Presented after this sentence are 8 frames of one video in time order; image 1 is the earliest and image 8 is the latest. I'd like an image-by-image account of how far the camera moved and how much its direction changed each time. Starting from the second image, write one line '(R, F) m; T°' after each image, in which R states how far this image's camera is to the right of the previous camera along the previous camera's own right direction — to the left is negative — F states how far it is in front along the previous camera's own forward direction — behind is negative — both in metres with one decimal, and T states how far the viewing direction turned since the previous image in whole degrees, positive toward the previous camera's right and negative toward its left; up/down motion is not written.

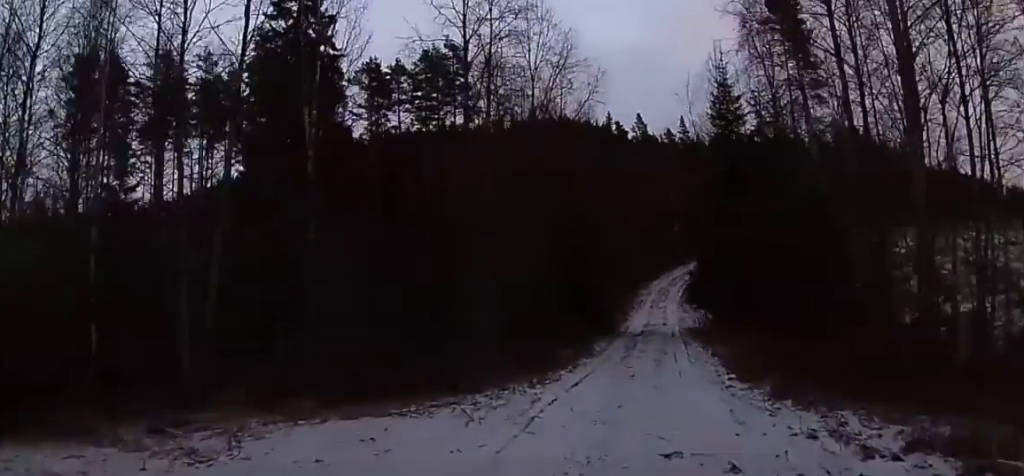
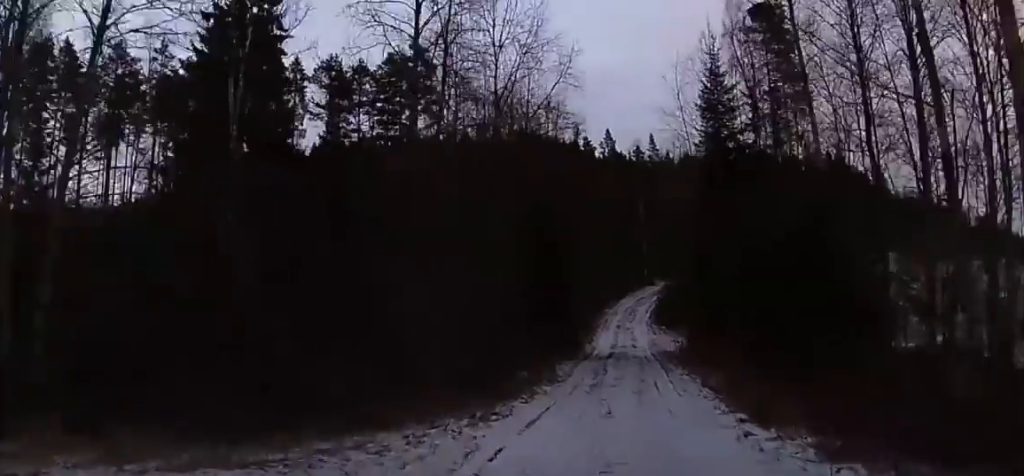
(0.0, +4.1) m; +2°
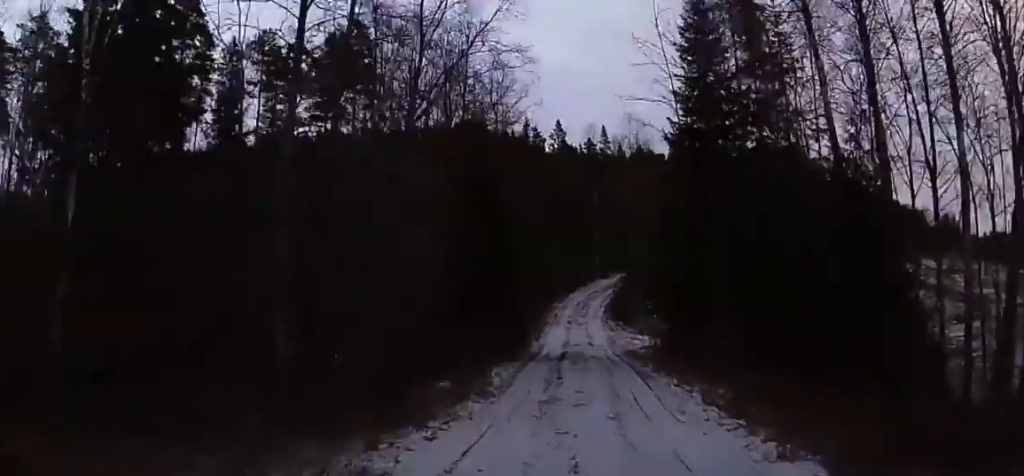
(+0.2, +5.8) m; +3°
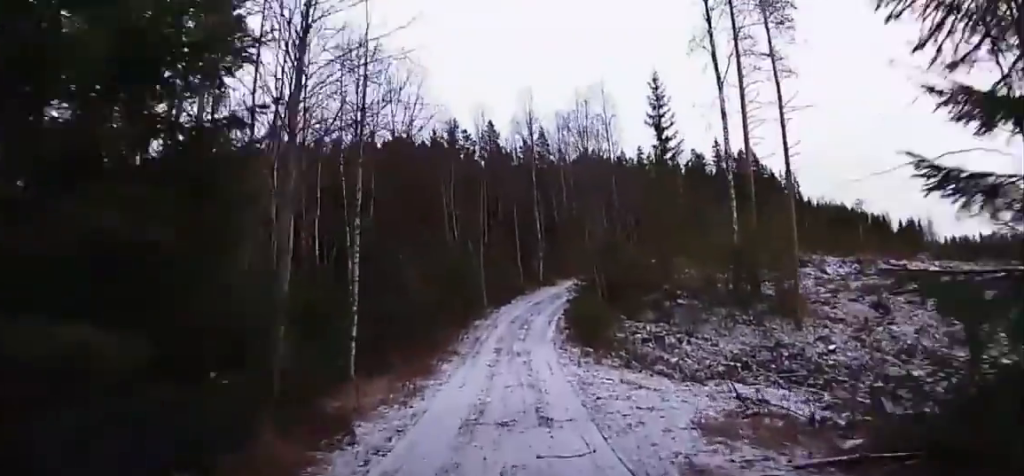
(+0.7, +19.3) m; +2°
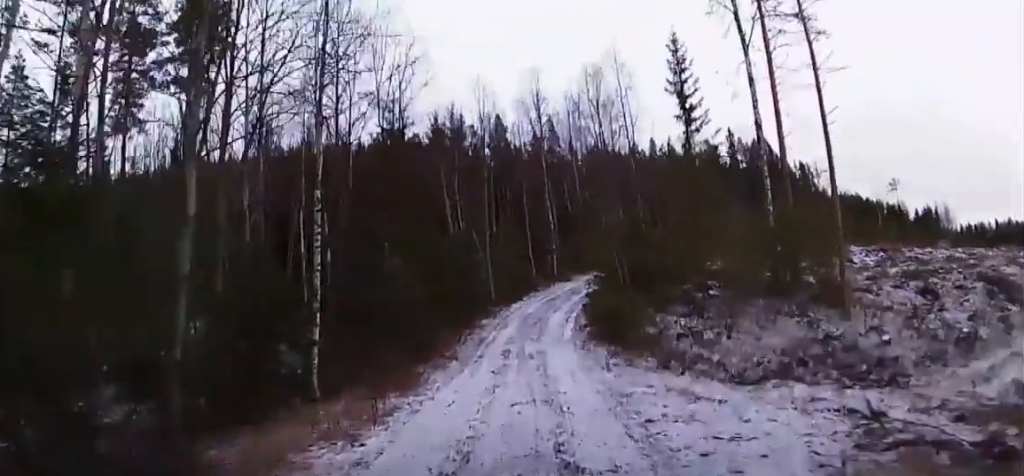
(0.0, +5.1) m; 0°
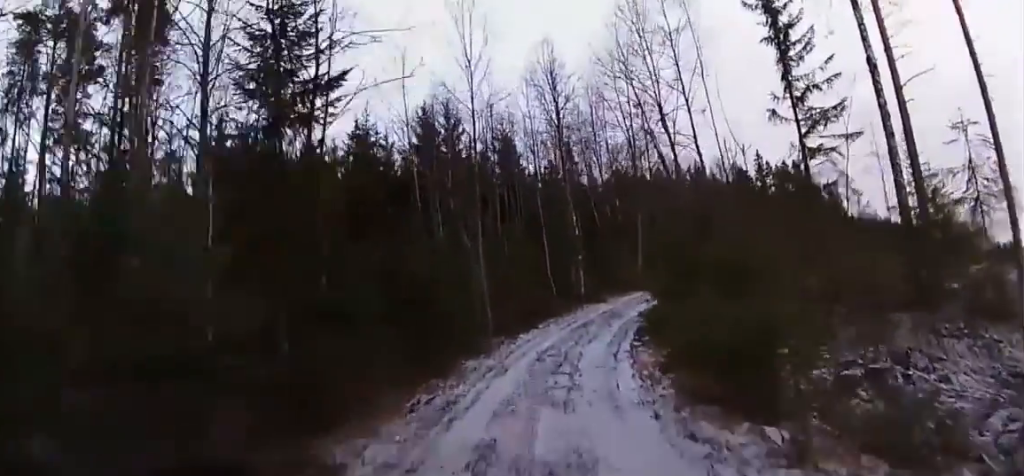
(+0.4, +12.6) m; +5°
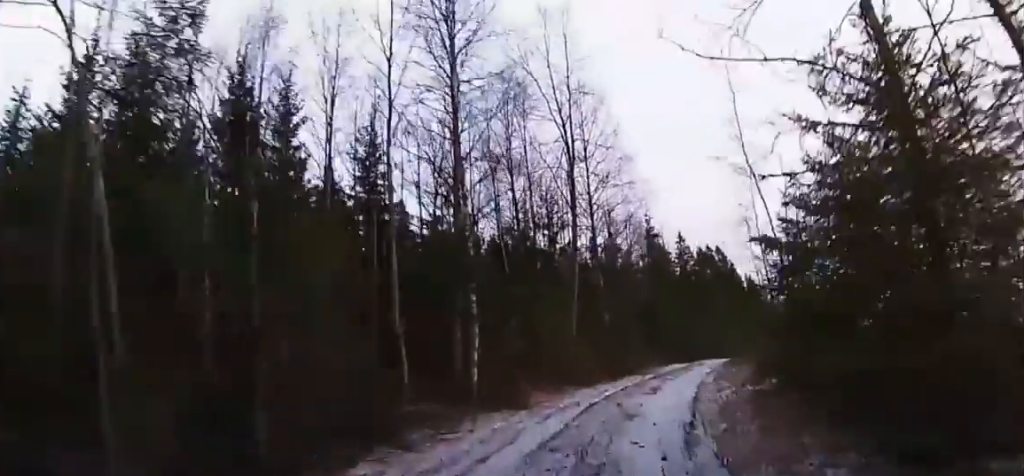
(+1.2, +19.0) m; +9°
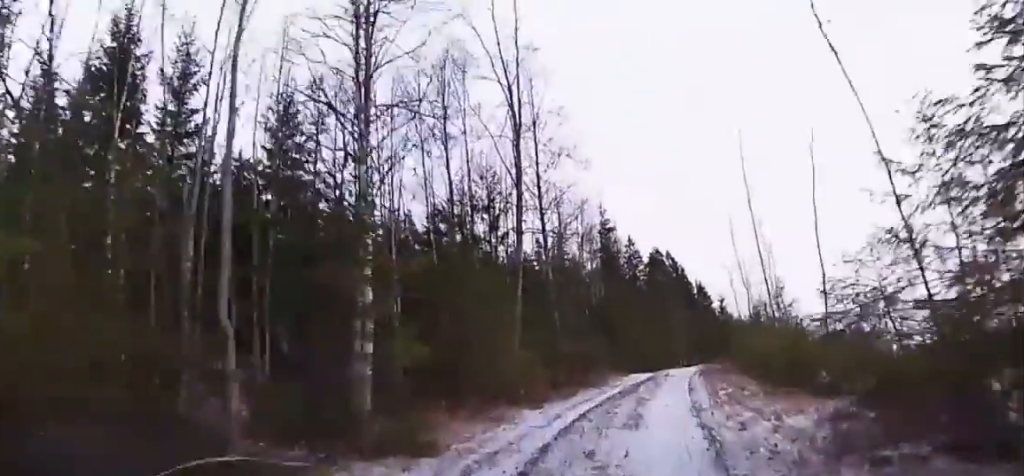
(+0.1, +5.6) m; +5°
